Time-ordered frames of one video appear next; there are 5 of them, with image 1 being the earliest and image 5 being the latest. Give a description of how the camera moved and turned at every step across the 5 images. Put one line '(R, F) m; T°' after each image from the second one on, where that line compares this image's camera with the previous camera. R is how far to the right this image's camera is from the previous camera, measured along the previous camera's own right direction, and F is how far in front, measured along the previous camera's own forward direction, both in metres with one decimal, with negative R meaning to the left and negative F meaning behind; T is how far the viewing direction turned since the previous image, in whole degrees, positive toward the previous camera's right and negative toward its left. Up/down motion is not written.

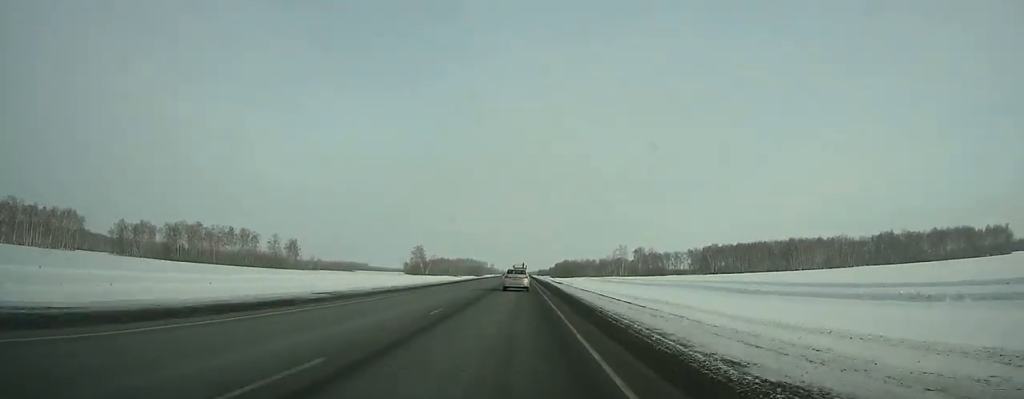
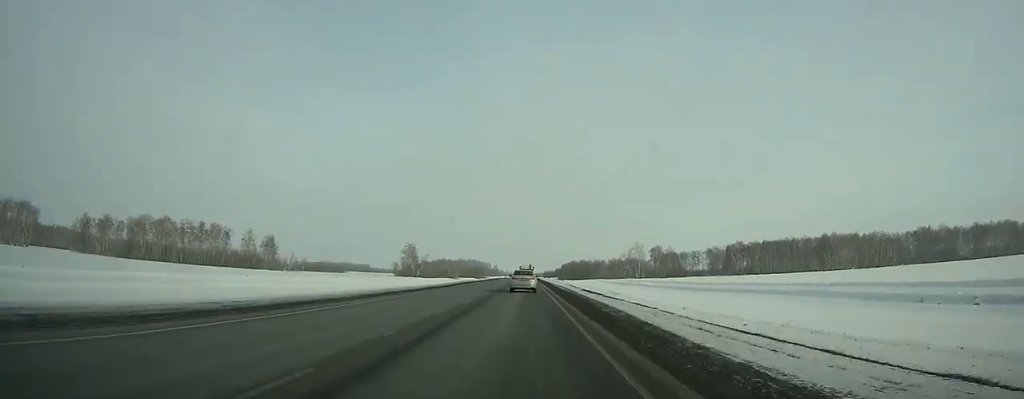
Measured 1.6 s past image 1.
(-0.1, +38.1) m; 0°
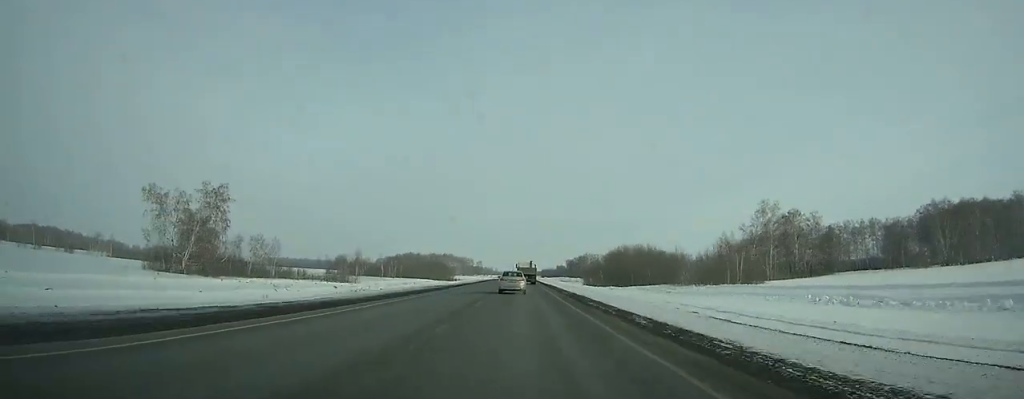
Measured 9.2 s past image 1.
(-0.1, +184.6) m; 0°
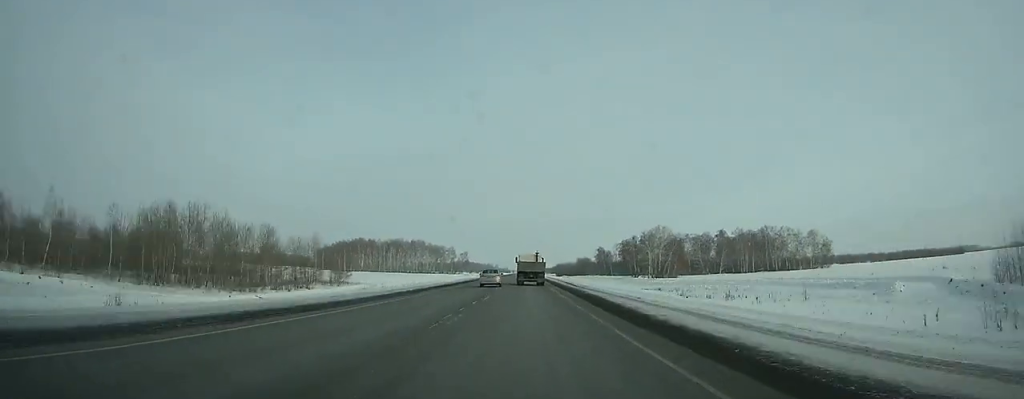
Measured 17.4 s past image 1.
(+0.2, +203.2) m; 0°
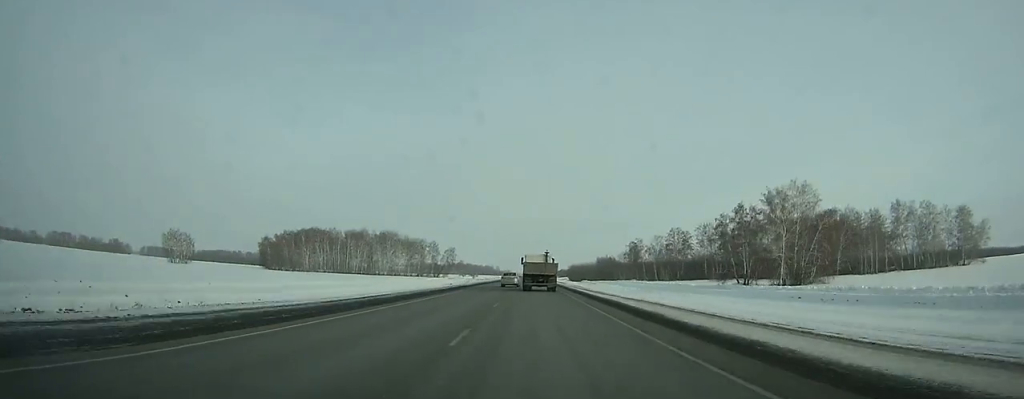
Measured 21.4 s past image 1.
(-0.3, +103.7) m; 0°
